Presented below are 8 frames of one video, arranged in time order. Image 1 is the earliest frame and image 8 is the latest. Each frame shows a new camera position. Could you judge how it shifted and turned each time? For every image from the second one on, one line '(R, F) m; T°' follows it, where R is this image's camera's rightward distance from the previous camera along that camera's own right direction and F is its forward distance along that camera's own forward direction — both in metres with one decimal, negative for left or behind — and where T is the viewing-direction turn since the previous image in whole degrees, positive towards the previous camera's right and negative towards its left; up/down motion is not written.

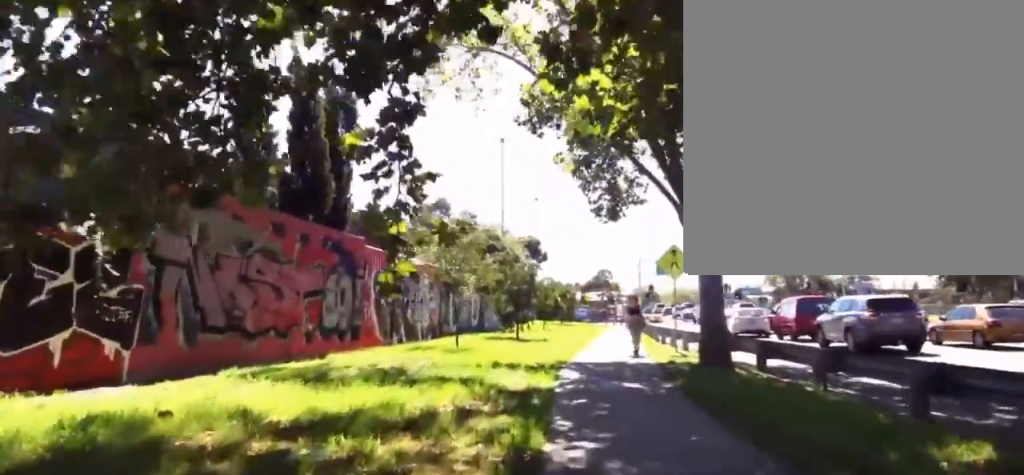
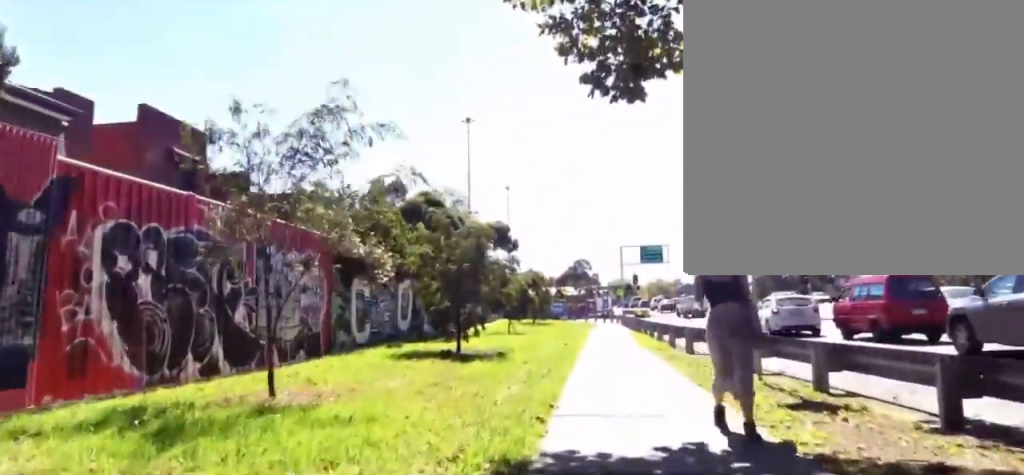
(+0.4, +9.3) m; -1°
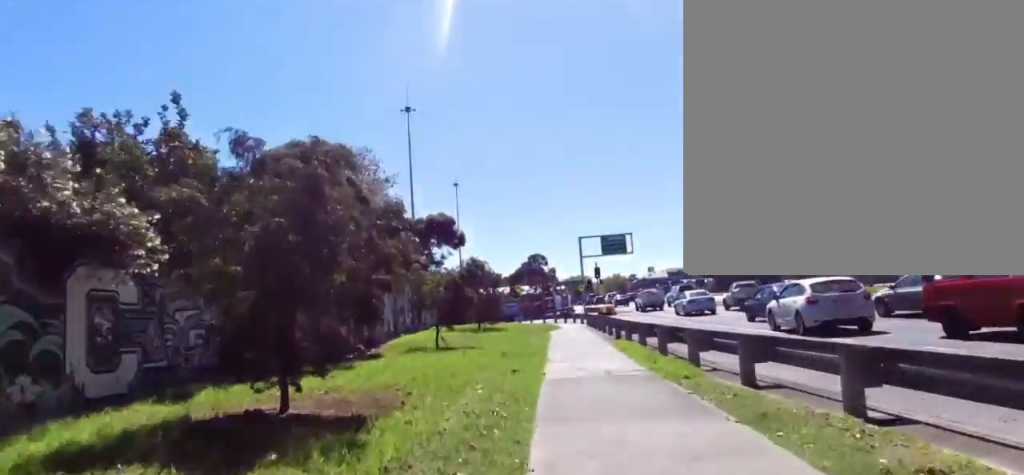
(0.0, +7.9) m; +6°
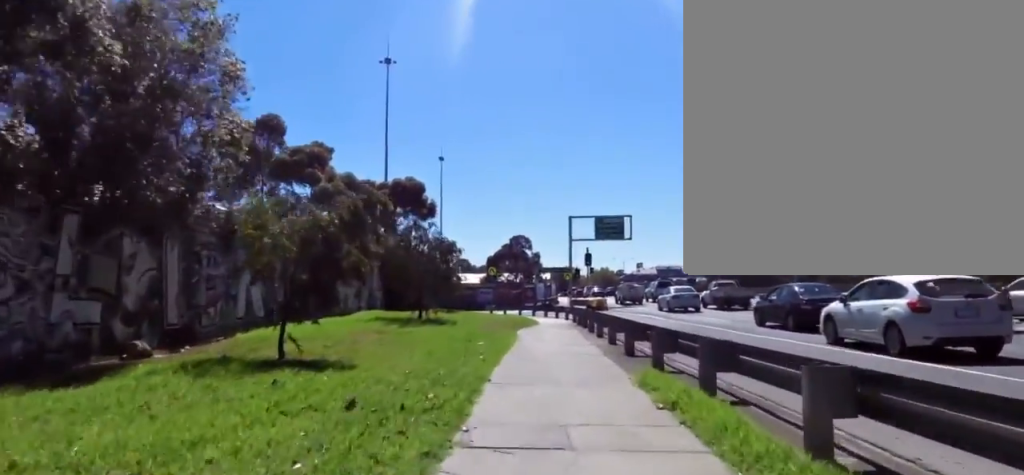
(+0.9, +9.2) m; +7°
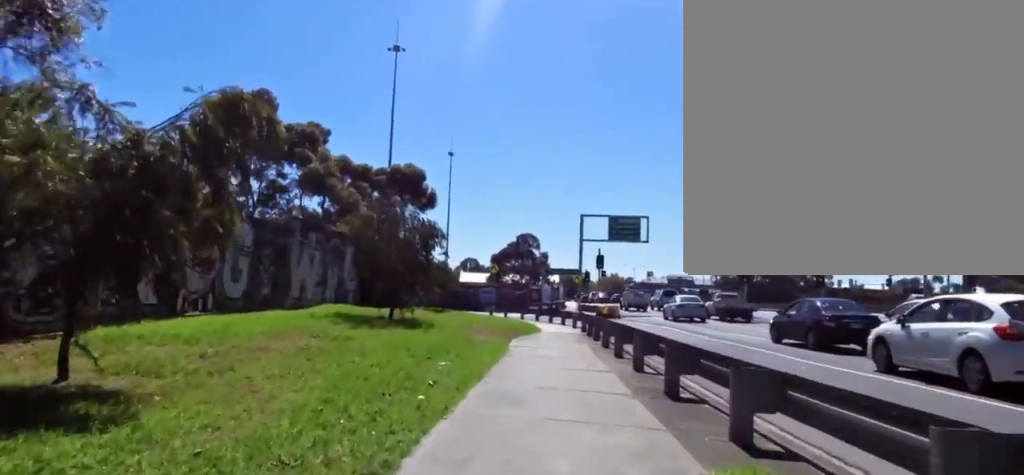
(0.0, +4.2) m; -5°
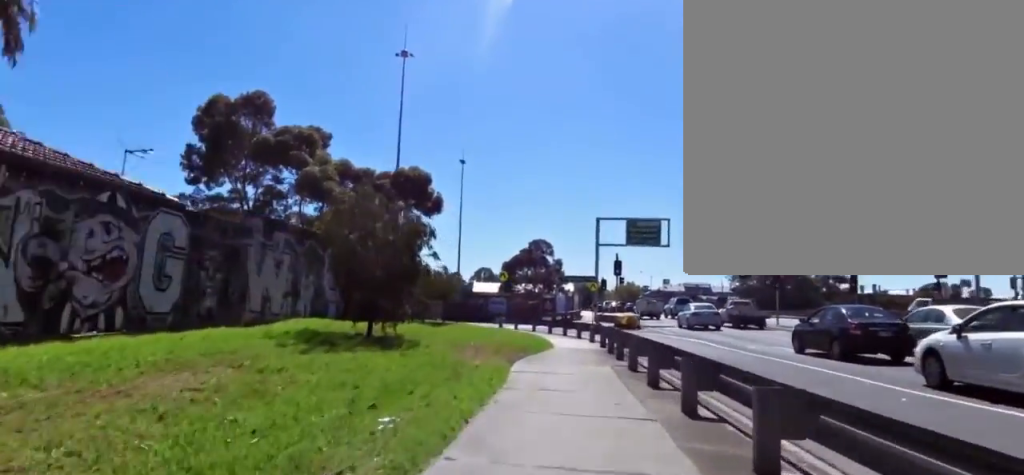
(+0.3, +3.0) m; -4°
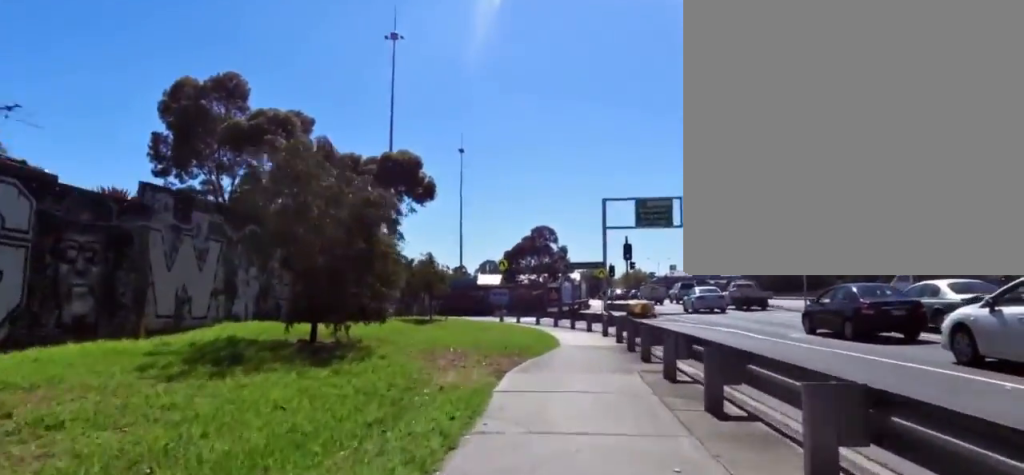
(-0.5, +3.3) m; -5°
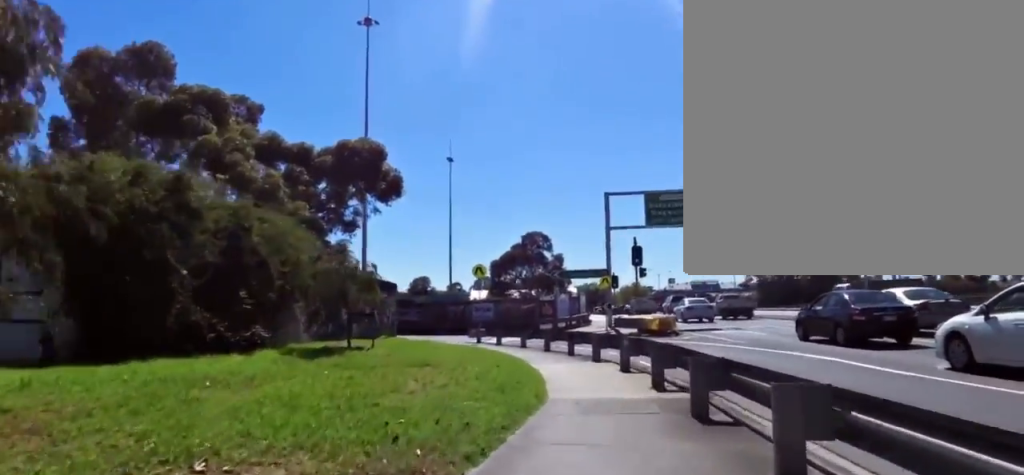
(-0.8, +7.1) m; -7°
